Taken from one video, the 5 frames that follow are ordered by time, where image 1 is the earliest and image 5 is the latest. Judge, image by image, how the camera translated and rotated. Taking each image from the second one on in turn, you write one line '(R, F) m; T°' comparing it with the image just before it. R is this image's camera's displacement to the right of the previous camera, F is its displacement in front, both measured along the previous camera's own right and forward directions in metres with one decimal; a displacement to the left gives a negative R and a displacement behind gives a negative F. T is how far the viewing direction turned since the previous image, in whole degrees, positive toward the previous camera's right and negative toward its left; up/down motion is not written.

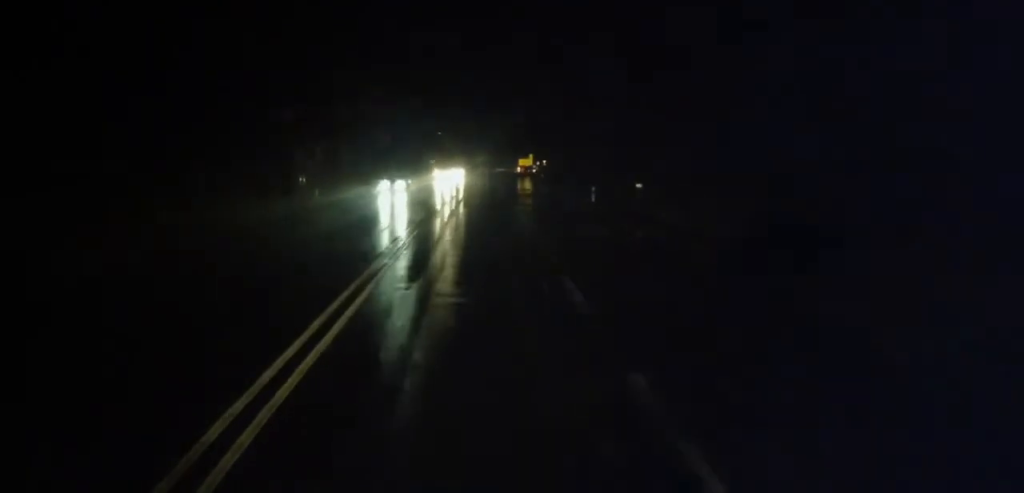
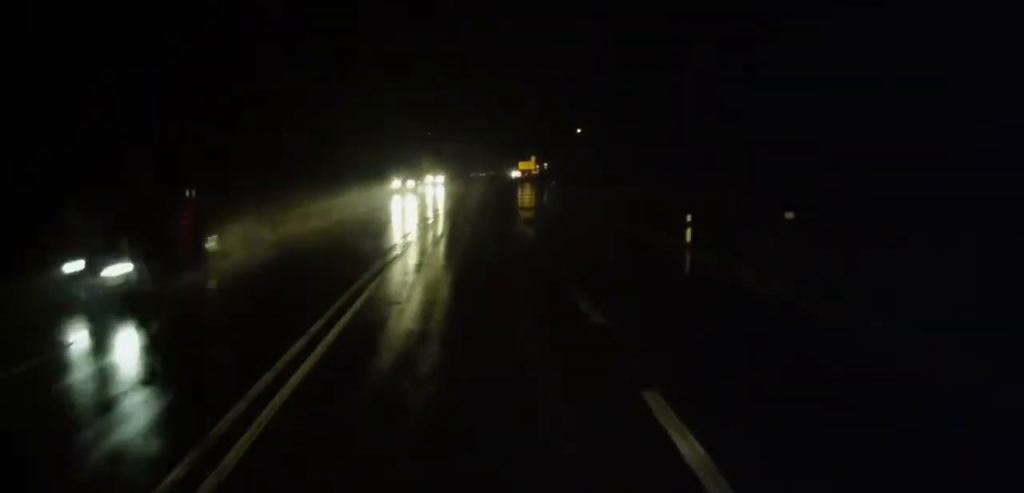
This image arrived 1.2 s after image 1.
(+0.3, +18.2) m; +1°
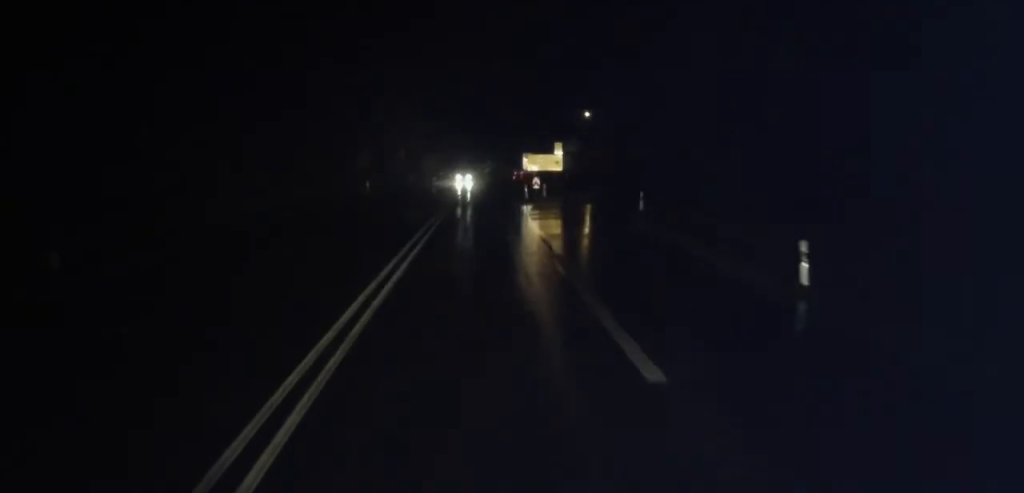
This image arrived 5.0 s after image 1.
(-0.4, +55.9) m; 0°
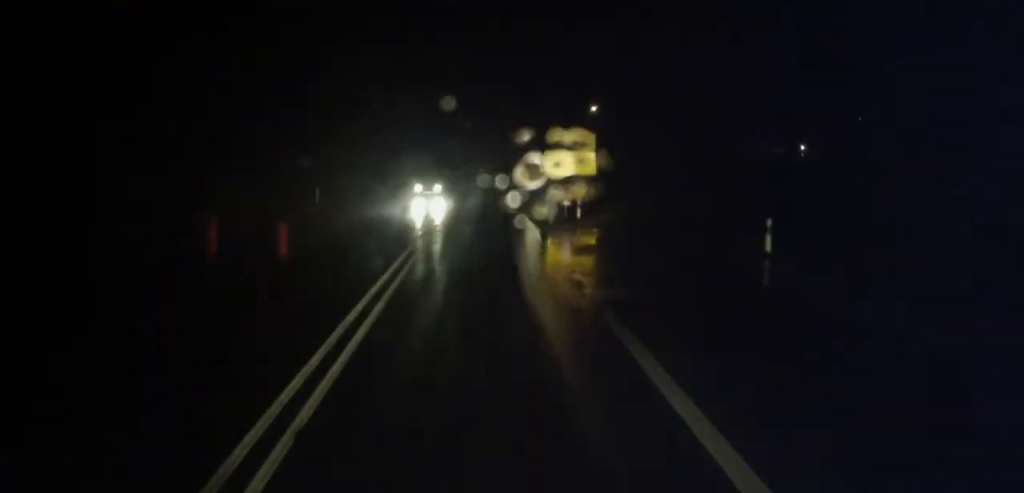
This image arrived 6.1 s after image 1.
(-0.1, +16.3) m; +2°
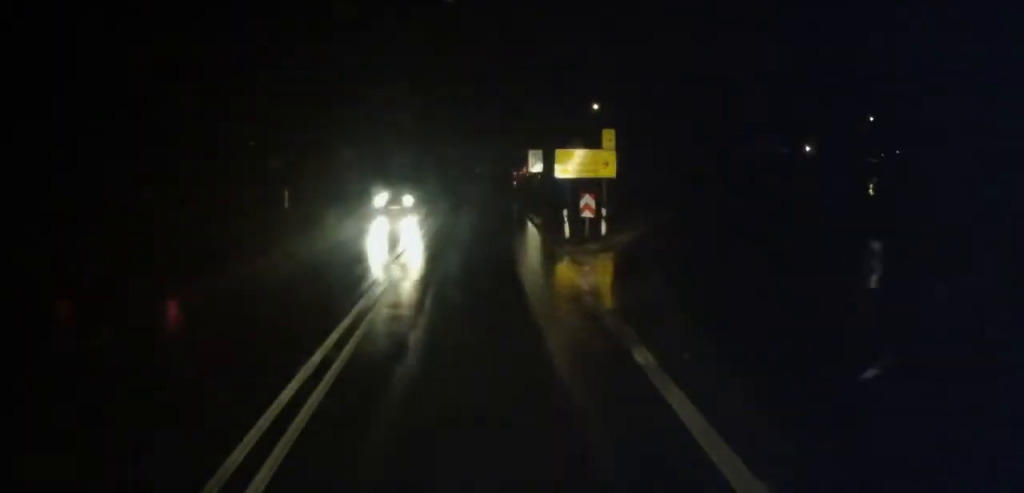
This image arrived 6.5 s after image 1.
(-0.1, +5.9) m; +2°
